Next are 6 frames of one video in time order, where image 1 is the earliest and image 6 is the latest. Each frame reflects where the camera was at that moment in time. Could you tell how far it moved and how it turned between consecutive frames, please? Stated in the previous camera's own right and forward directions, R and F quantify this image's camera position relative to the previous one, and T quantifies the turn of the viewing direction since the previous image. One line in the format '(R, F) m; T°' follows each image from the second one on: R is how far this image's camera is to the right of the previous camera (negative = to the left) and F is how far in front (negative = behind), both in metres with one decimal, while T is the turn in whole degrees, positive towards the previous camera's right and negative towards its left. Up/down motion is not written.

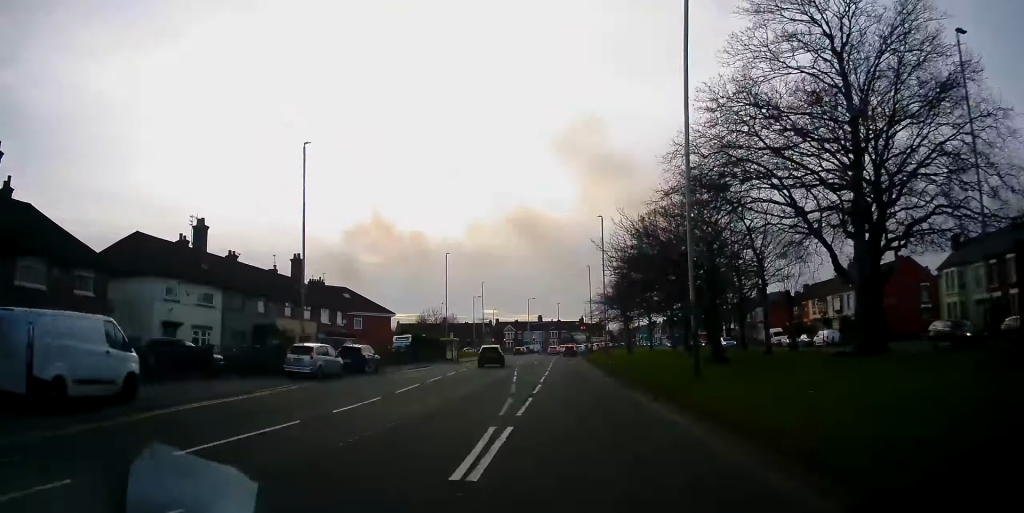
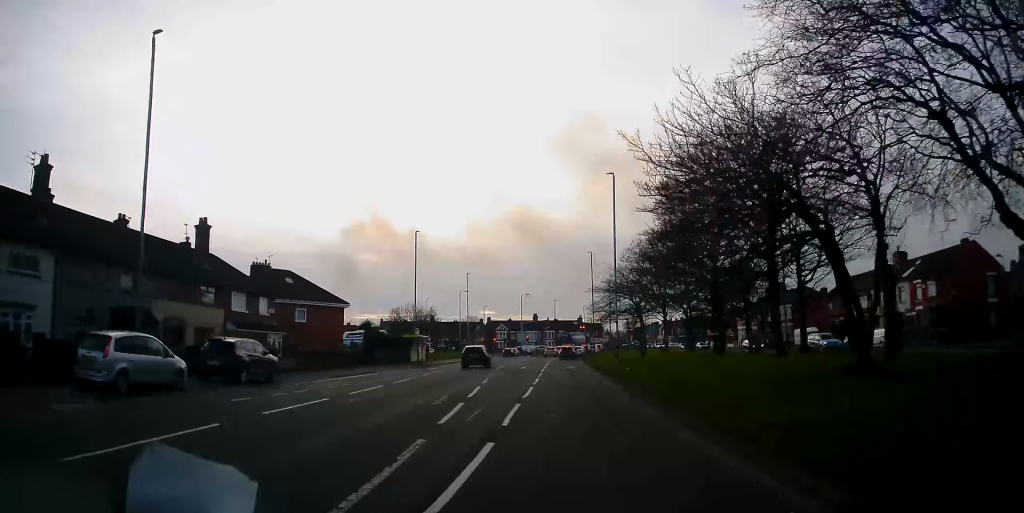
(0.0, +13.8) m; 0°
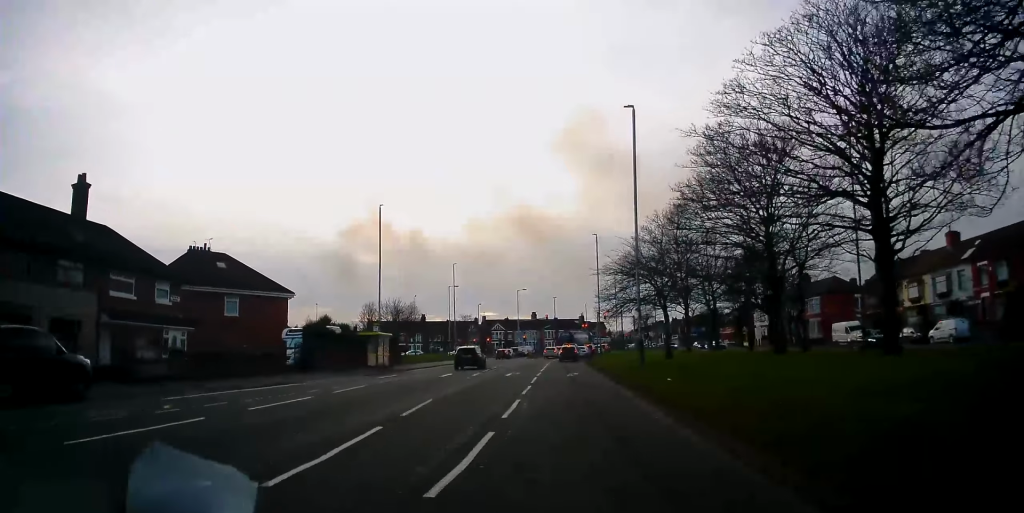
(+0.2, +11.5) m; -1°
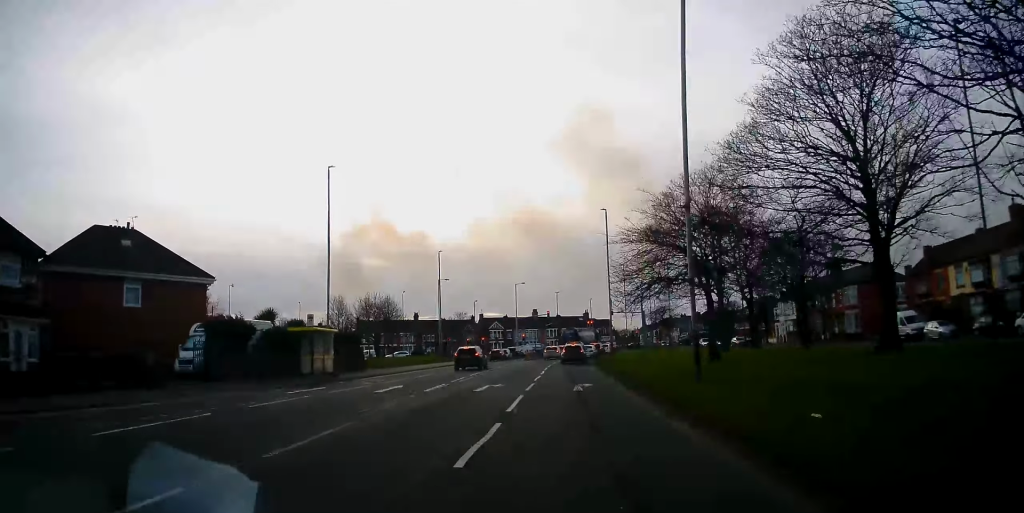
(-0.3, +11.1) m; 0°
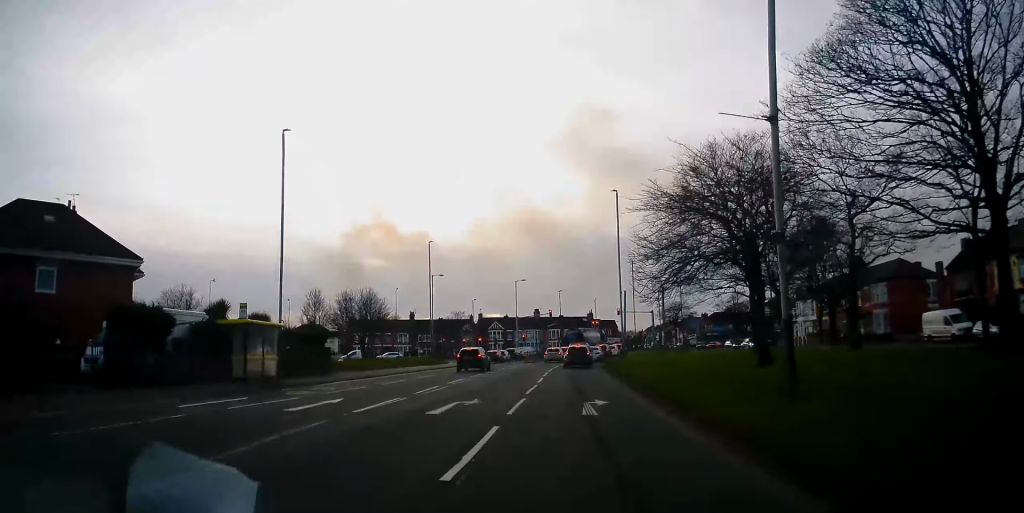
(+0.2, +7.1) m; +1°
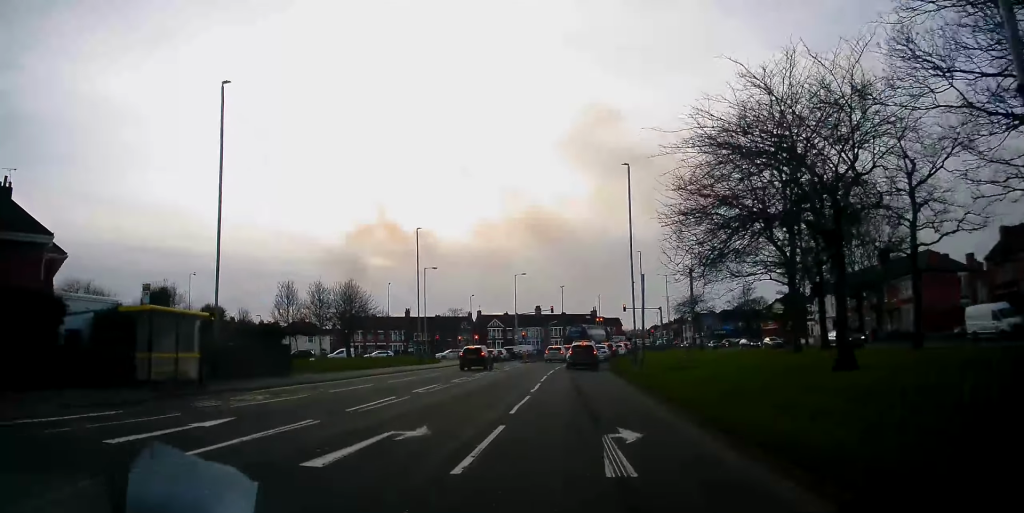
(0.0, +6.4) m; -2°
